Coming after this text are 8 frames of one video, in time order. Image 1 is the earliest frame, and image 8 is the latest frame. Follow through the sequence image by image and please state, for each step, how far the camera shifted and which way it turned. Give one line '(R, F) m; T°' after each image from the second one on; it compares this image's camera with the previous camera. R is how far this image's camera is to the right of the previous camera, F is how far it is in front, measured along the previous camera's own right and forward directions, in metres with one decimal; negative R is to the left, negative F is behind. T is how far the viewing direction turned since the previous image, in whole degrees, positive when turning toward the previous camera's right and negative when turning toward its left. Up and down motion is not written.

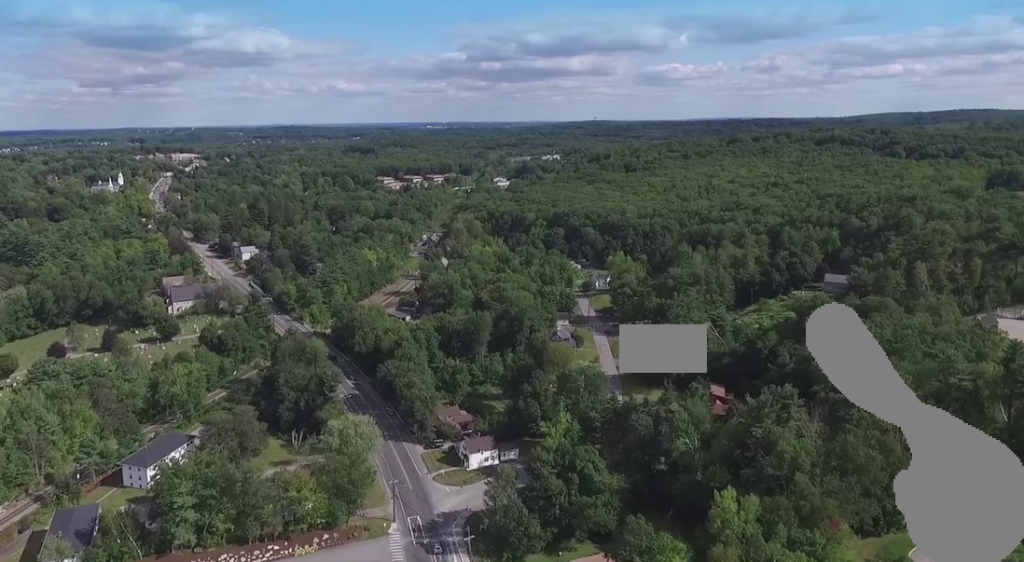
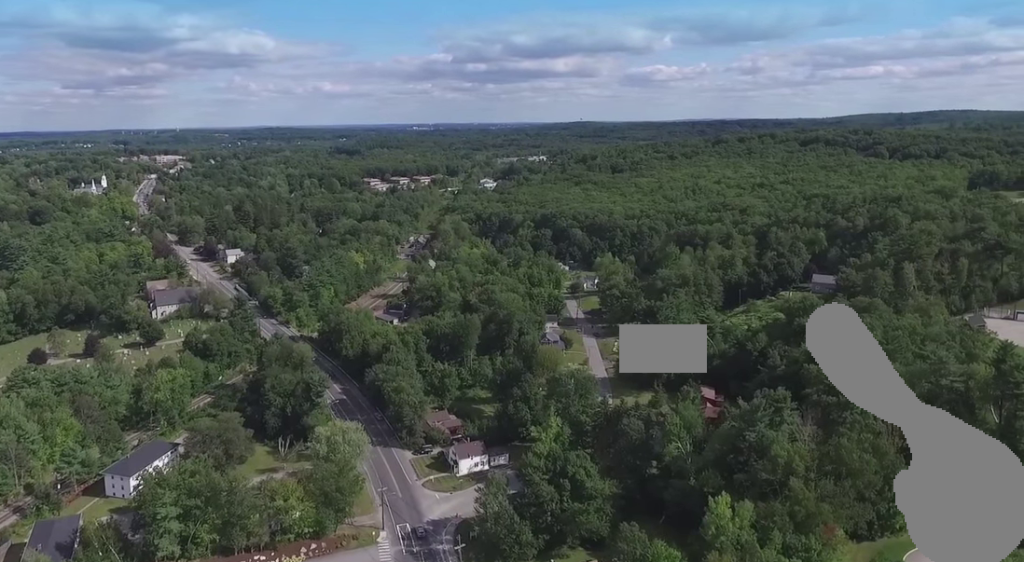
(0.0, +2.8) m; +1°
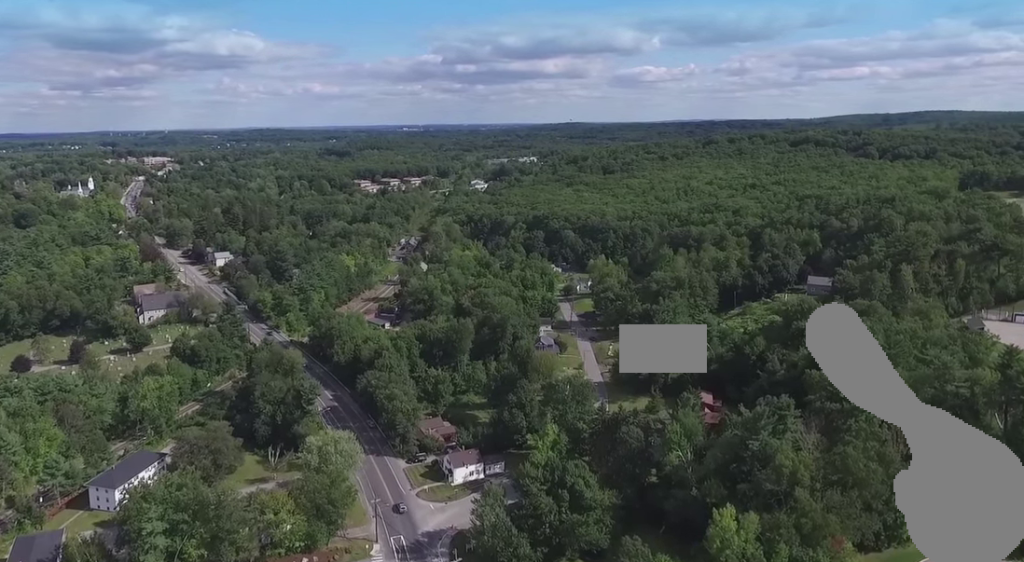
(+0.1, +4.8) m; +2°
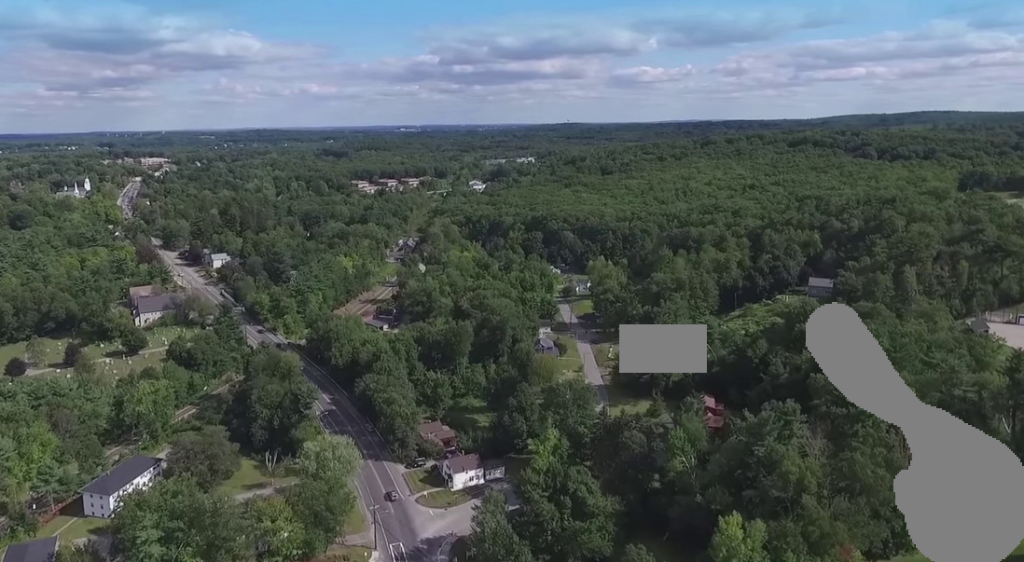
(+0.1, +2.9) m; +1°
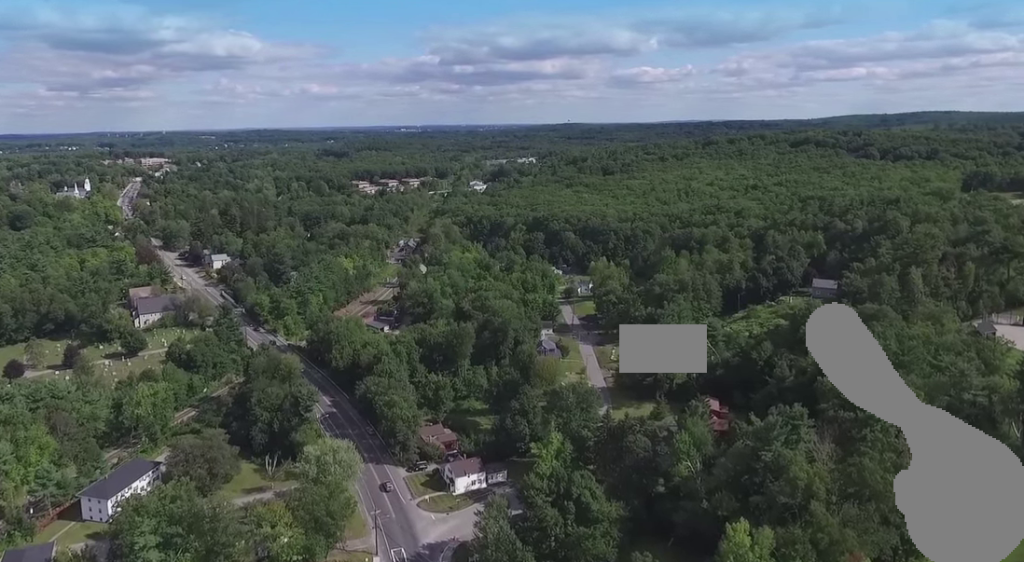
(0.0, +2.3) m; +1°
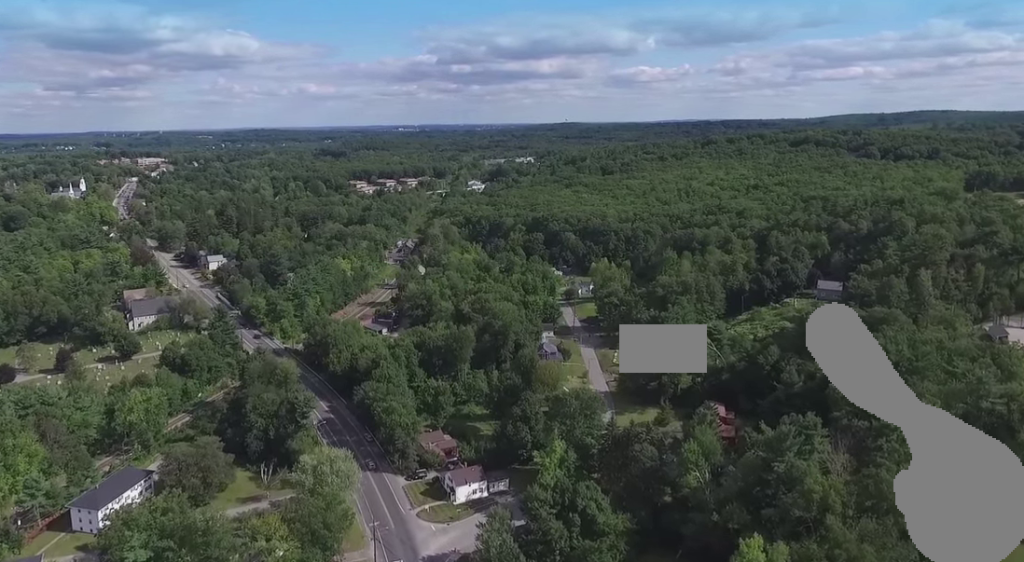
(+0.1, +5.4) m; +1°
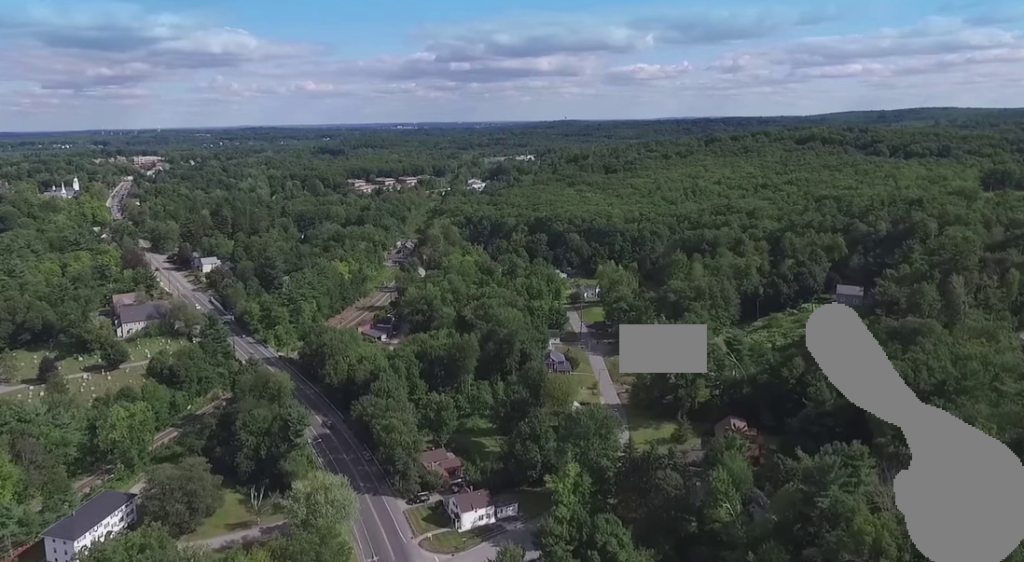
(+0.3, +14.4) m; +2°
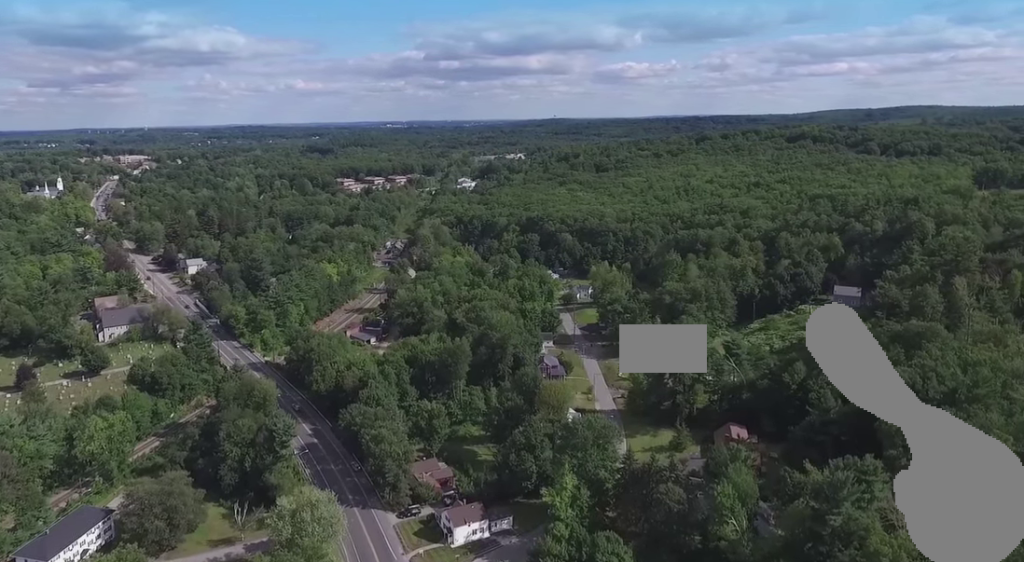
(0.0, +7.5) m; +1°
